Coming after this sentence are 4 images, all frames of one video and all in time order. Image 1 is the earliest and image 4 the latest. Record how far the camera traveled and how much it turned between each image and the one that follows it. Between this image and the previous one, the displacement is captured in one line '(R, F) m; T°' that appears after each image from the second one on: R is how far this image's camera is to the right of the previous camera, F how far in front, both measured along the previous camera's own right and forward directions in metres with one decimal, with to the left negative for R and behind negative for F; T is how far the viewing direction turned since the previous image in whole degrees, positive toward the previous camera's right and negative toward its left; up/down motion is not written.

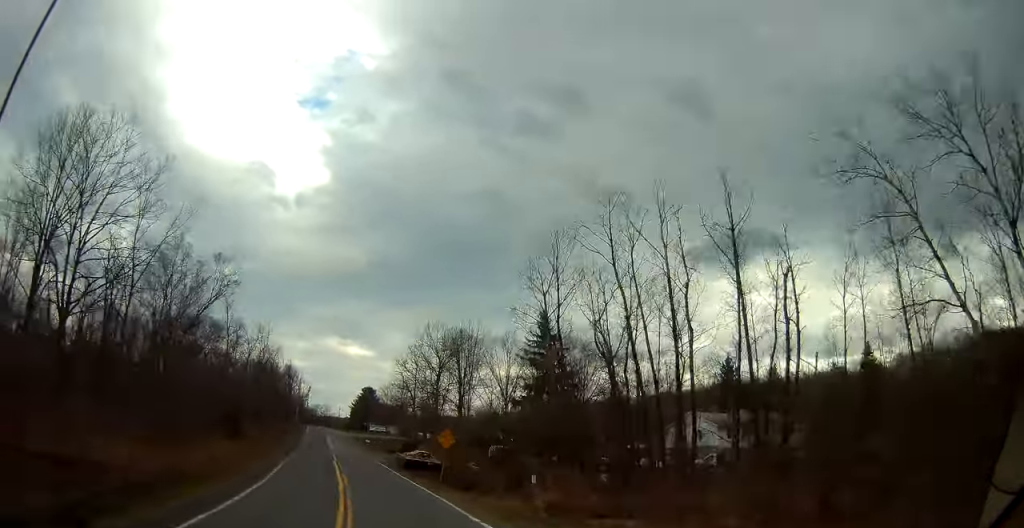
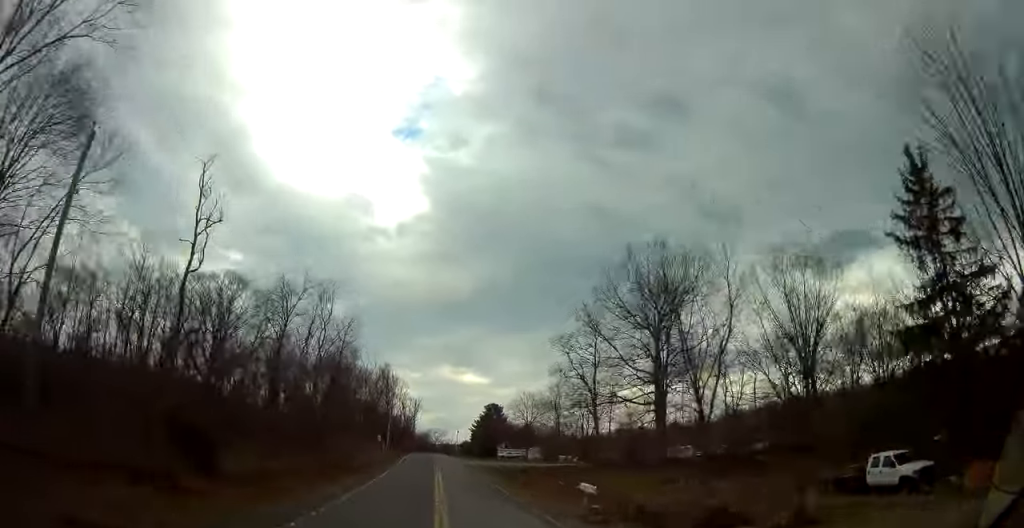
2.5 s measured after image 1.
(-8.7, +46.7) m; -14°
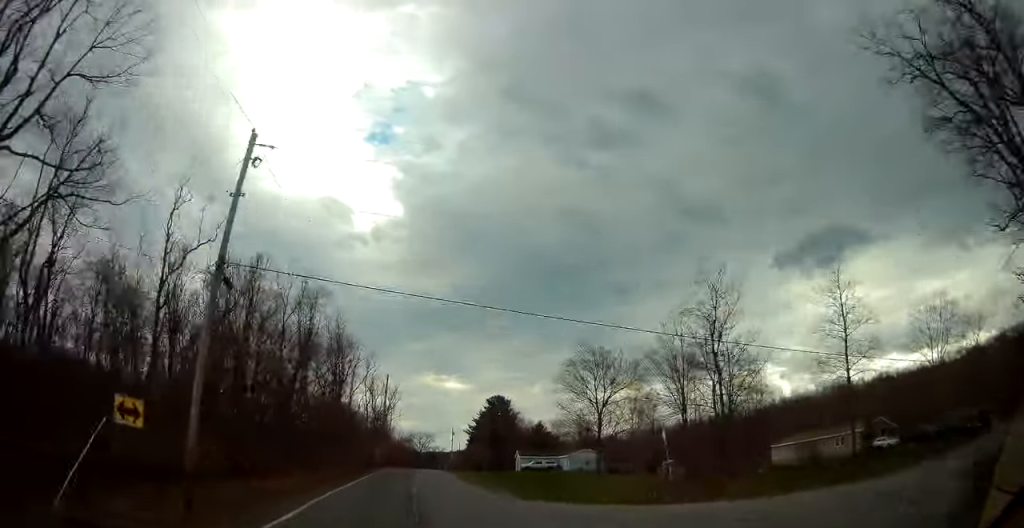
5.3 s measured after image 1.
(+1.7, +55.9) m; +4°
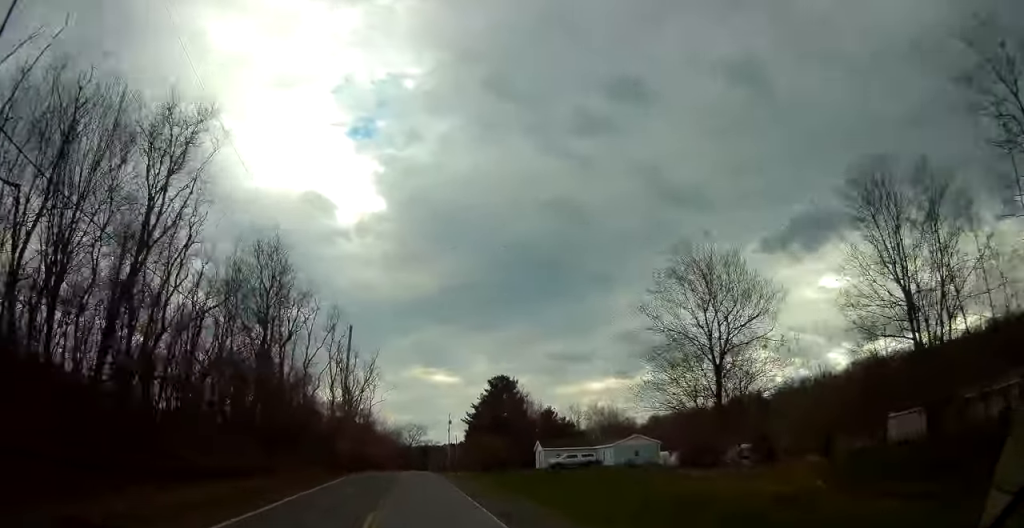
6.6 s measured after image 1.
(+0.4, +27.9) m; 0°
